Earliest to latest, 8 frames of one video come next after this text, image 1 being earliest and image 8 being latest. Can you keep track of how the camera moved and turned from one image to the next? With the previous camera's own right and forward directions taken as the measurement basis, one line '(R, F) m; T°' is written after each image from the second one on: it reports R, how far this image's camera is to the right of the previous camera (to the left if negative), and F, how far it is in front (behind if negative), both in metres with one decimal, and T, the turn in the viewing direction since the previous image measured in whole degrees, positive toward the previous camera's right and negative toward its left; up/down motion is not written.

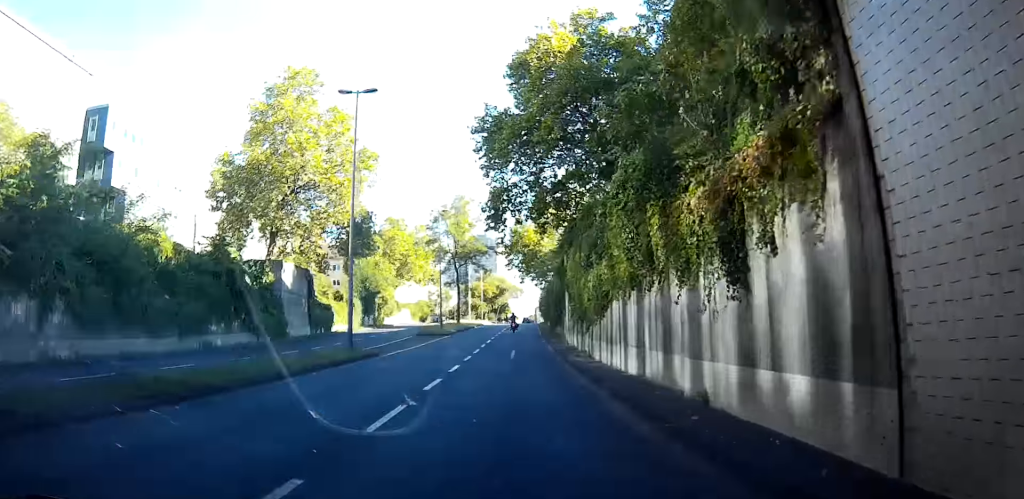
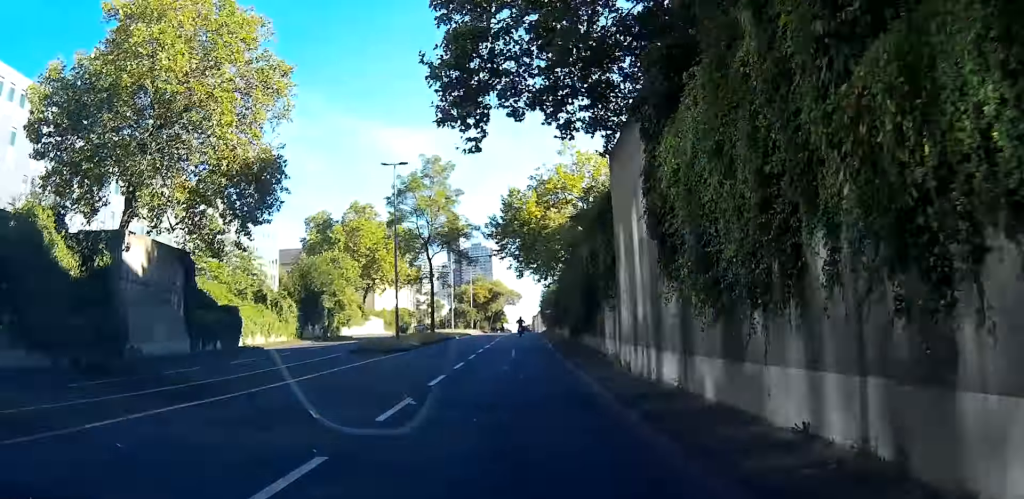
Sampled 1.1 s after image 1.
(+0.1, +20.7) m; +3°
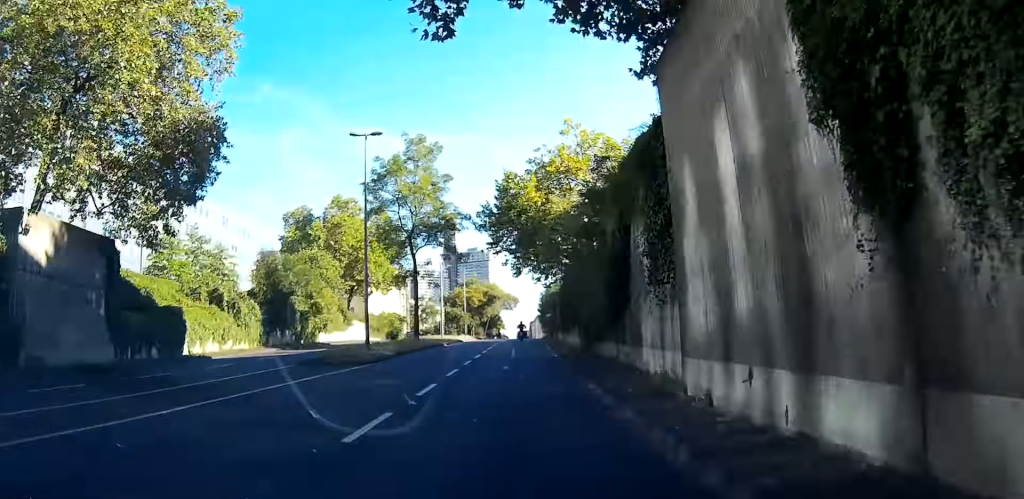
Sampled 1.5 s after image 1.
(+0.2, +7.1) m; +1°
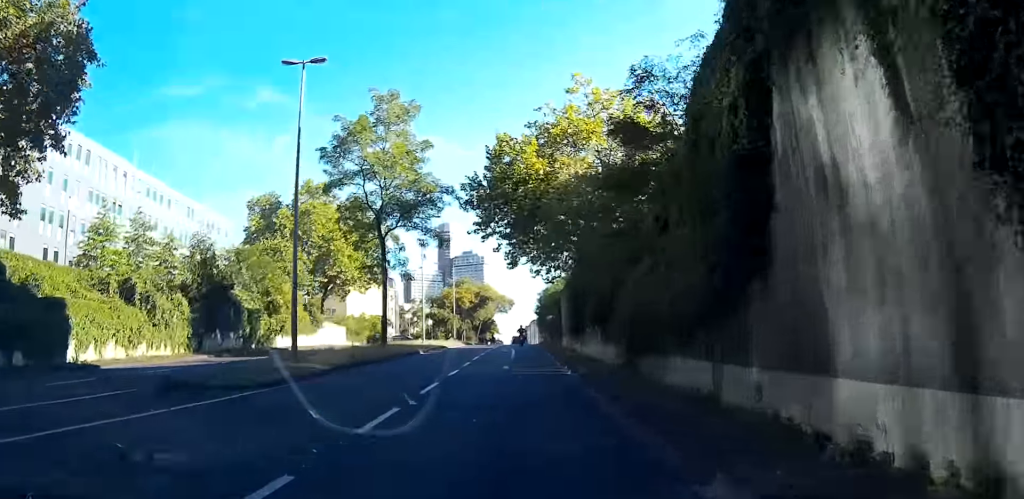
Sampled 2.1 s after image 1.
(+0.2, +10.0) m; +1°
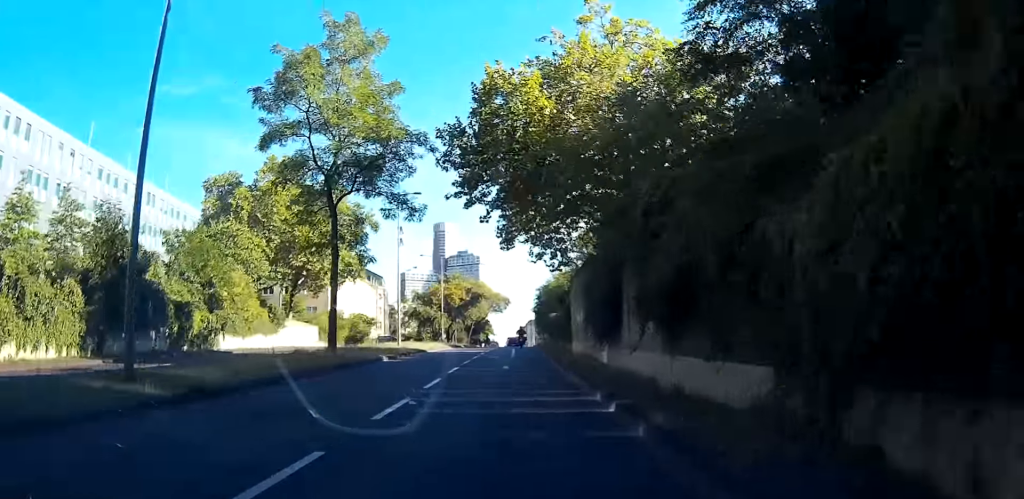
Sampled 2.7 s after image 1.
(+0.1, +9.4) m; 0°
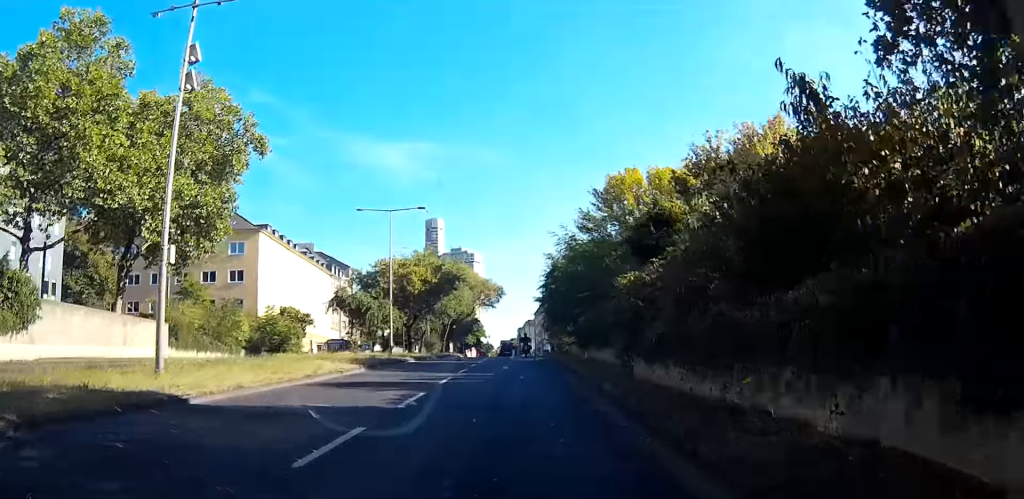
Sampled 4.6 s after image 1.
(0.0, +28.3) m; +1°
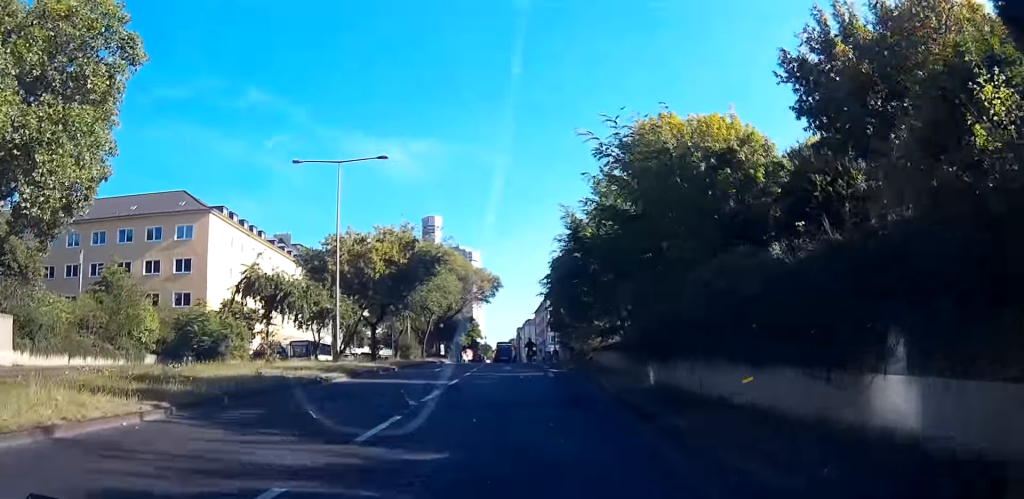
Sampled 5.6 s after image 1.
(+0.1, +12.1) m; +2°
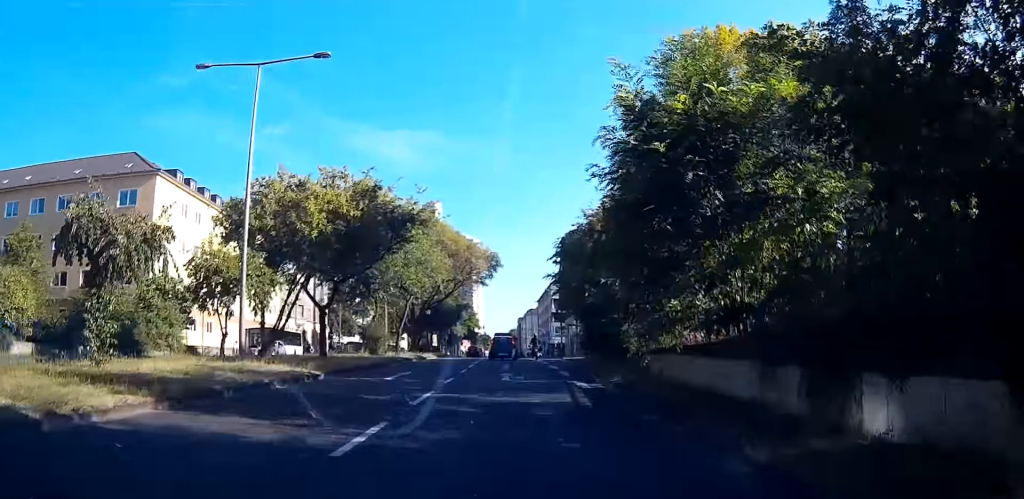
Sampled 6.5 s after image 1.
(+0.3, +9.4) m; +1°
